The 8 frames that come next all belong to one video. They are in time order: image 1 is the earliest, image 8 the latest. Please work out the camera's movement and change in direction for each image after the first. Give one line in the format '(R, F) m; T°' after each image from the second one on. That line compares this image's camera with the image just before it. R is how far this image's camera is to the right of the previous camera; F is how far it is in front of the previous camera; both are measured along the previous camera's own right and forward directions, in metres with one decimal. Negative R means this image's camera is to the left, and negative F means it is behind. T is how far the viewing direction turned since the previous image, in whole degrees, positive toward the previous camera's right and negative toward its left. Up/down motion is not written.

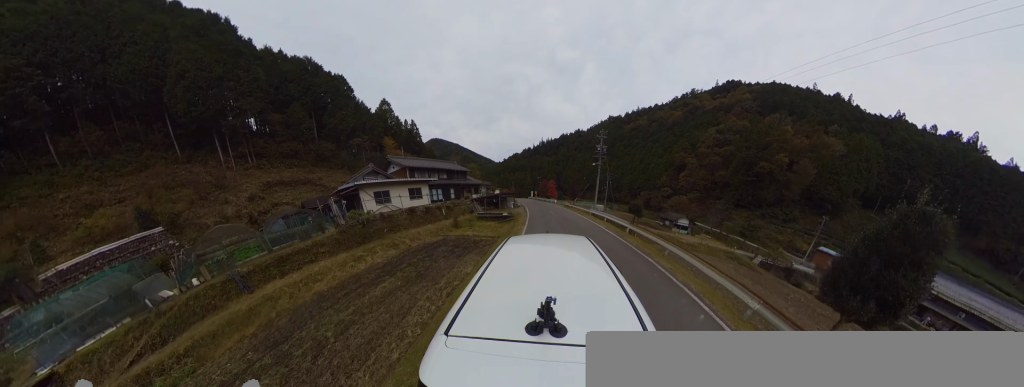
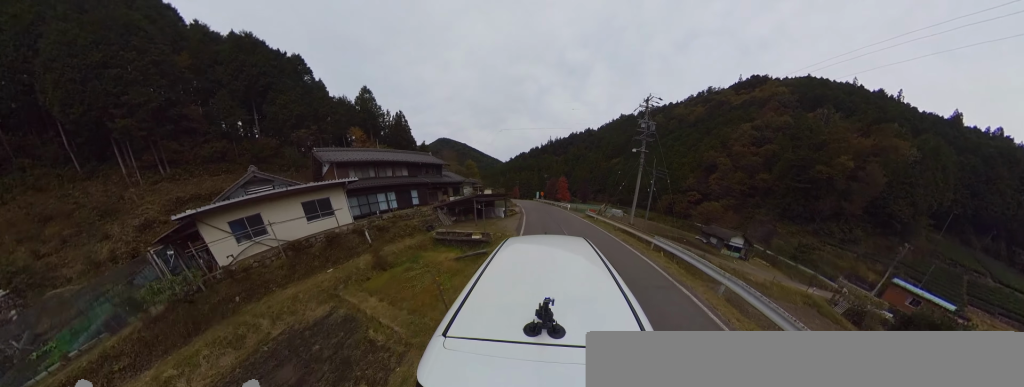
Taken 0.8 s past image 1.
(-0.5, +10.8) m; -3°
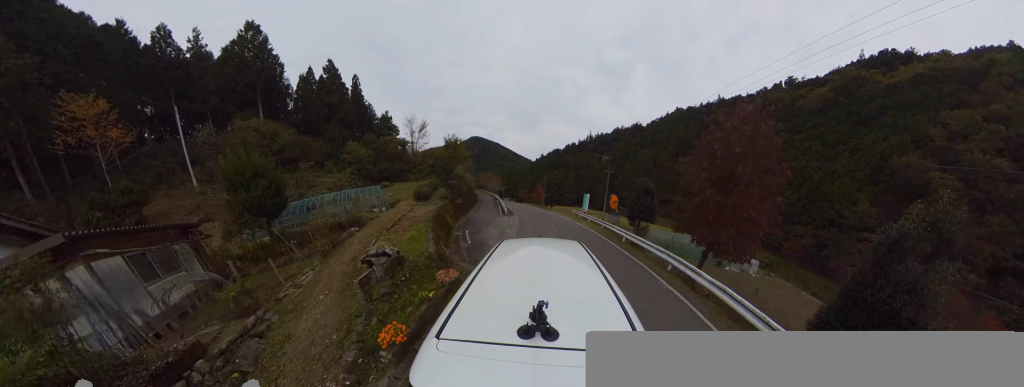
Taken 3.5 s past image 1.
(-1.8, +34.9) m; -7°
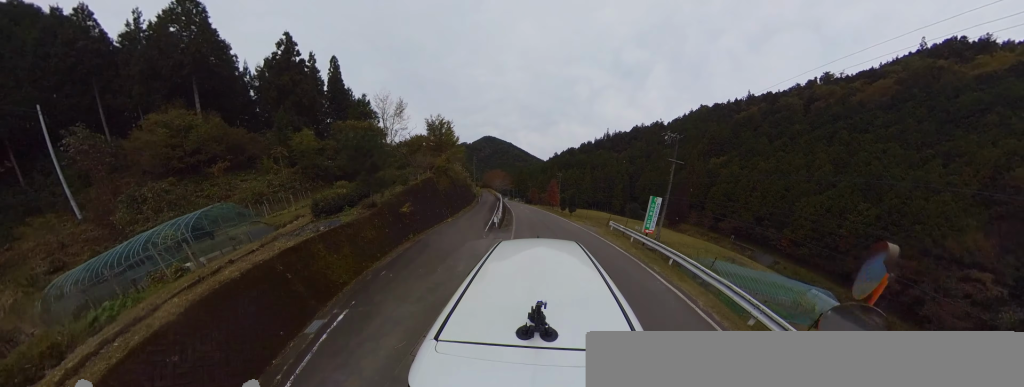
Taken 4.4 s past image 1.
(-1.2, +11.1) m; -9°
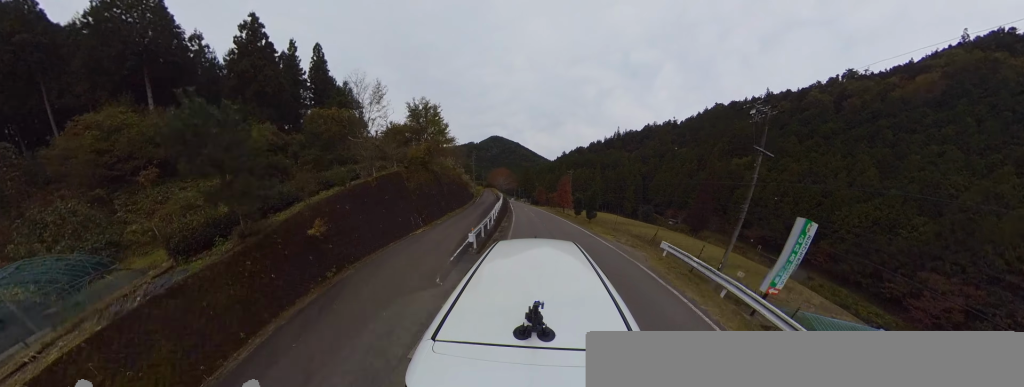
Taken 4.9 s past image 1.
(-0.3, +6.0) m; -3°
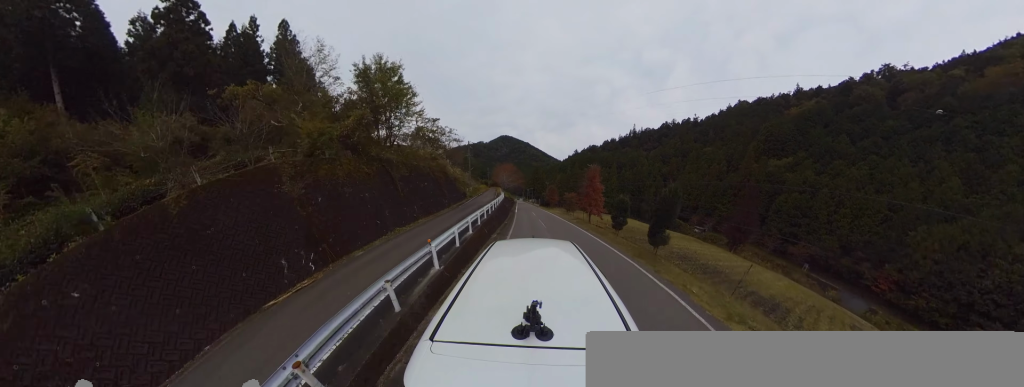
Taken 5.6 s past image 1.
(-0.6, +9.3) m; 0°
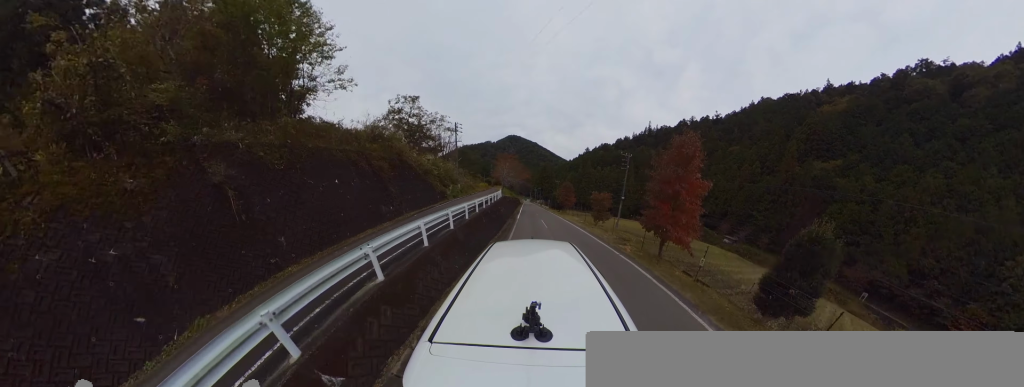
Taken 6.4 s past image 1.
(+0.5, +9.9) m; -2°
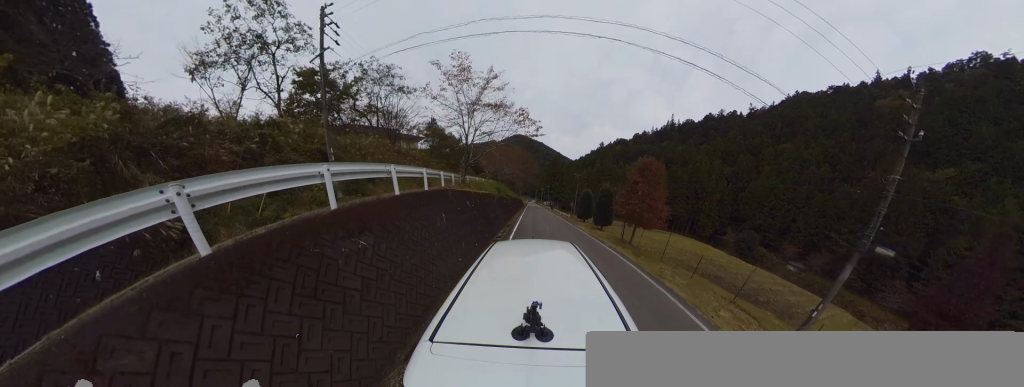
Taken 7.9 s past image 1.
(-0.9, +19.7) m; -1°
